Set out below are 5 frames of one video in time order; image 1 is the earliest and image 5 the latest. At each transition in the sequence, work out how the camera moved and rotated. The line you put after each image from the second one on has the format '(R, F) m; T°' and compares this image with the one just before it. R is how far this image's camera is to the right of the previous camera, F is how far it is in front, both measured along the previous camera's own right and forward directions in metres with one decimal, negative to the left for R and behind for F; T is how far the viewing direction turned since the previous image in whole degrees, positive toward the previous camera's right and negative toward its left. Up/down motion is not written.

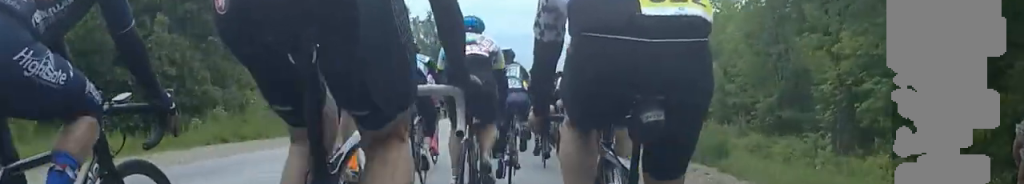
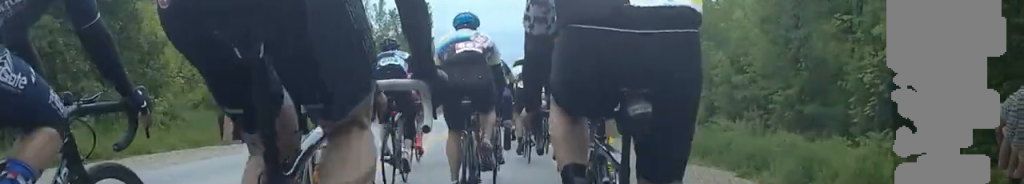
(0.0, +6.0) m; 0°
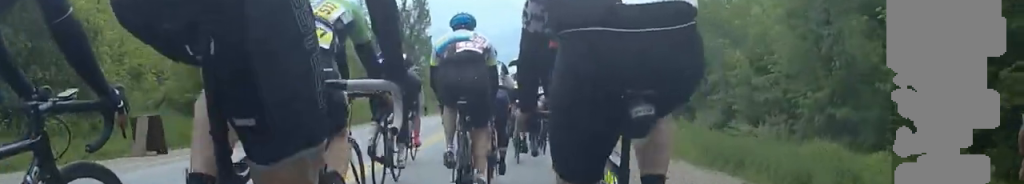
(0.0, +4.1) m; 0°
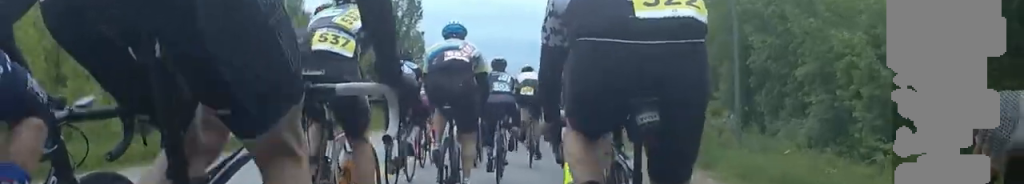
(0.0, +16.6) m; +2°
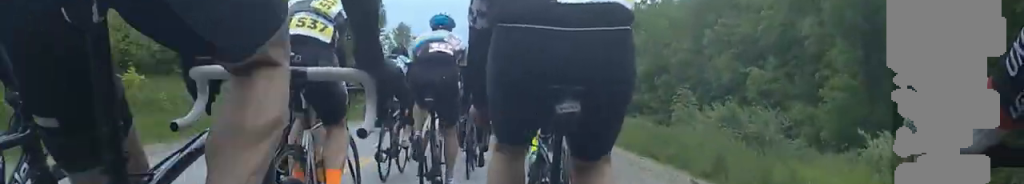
(+1.5, +22.0) m; +1°
